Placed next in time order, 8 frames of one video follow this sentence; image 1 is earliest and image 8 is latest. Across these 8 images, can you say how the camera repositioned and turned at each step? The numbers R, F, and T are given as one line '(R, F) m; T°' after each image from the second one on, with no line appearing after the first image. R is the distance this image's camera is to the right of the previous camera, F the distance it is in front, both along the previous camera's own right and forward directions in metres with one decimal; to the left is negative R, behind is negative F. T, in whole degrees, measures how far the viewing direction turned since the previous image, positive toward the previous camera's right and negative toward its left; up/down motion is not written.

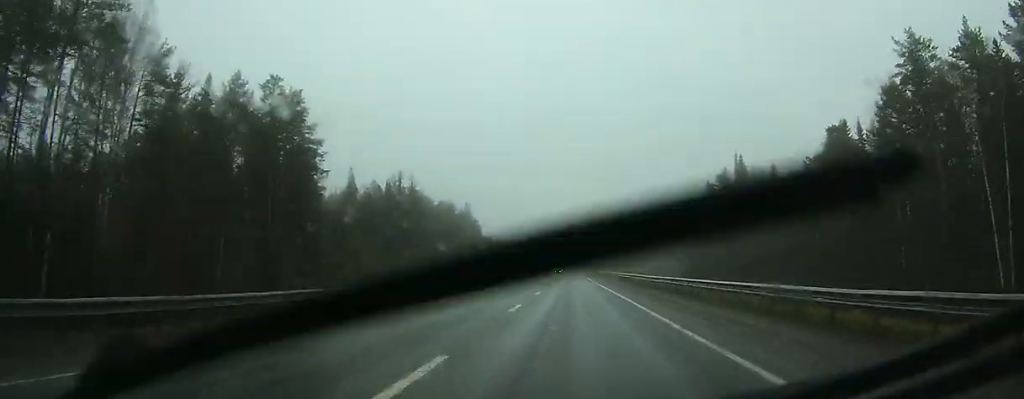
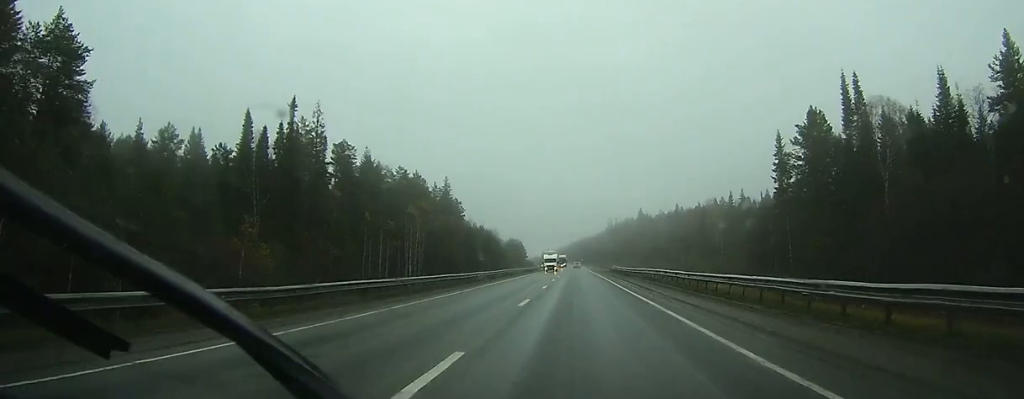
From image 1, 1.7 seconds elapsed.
(-0.2, +47.9) m; 0°
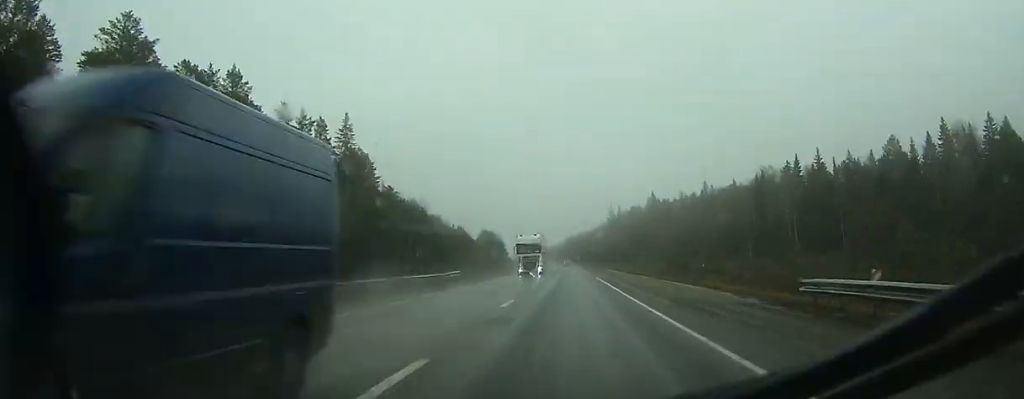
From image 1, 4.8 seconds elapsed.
(-0.6, +84.4) m; -1°
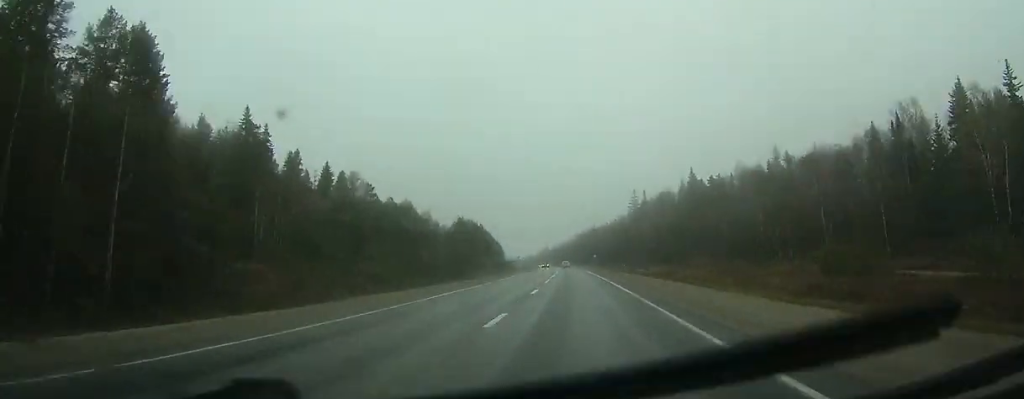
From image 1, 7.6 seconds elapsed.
(-0.5, +76.3) m; -1°
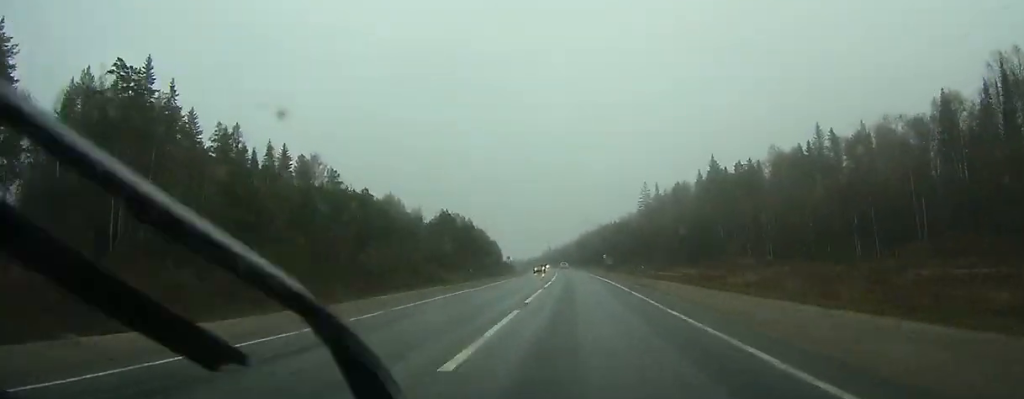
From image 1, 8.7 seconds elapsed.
(-0.1, +28.9) m; 0°
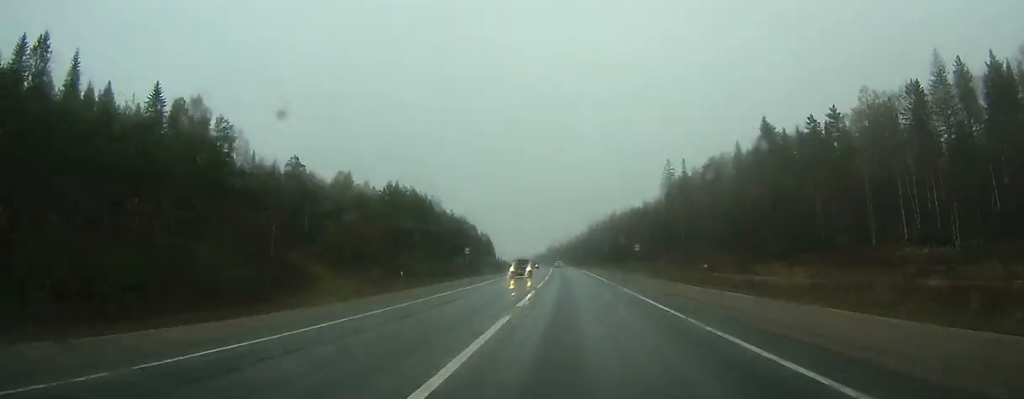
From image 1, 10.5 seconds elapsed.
(0.0, +50.2) m; -1°
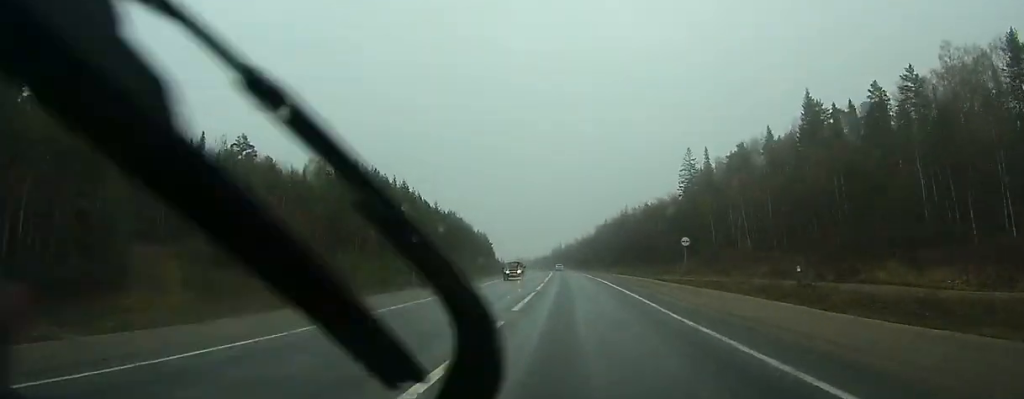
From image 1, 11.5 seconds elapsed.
(-0.2, +25.0) m; 0°
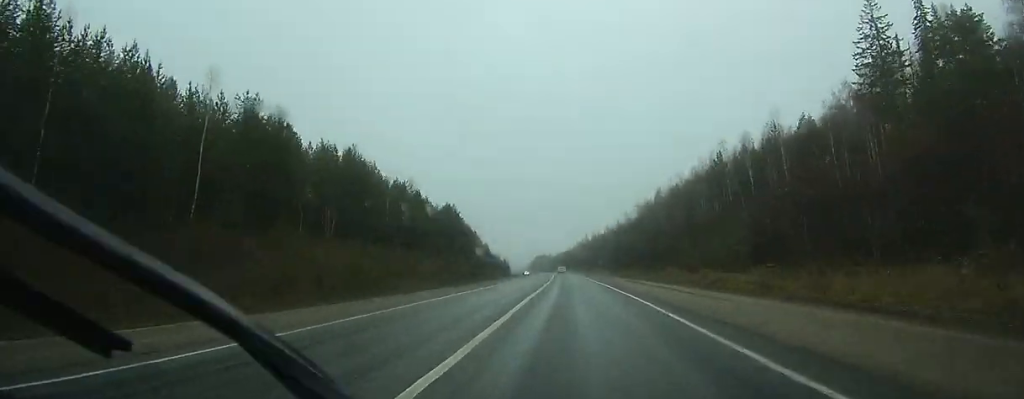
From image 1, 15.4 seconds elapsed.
(-2.0, +105.4) m; -3°
